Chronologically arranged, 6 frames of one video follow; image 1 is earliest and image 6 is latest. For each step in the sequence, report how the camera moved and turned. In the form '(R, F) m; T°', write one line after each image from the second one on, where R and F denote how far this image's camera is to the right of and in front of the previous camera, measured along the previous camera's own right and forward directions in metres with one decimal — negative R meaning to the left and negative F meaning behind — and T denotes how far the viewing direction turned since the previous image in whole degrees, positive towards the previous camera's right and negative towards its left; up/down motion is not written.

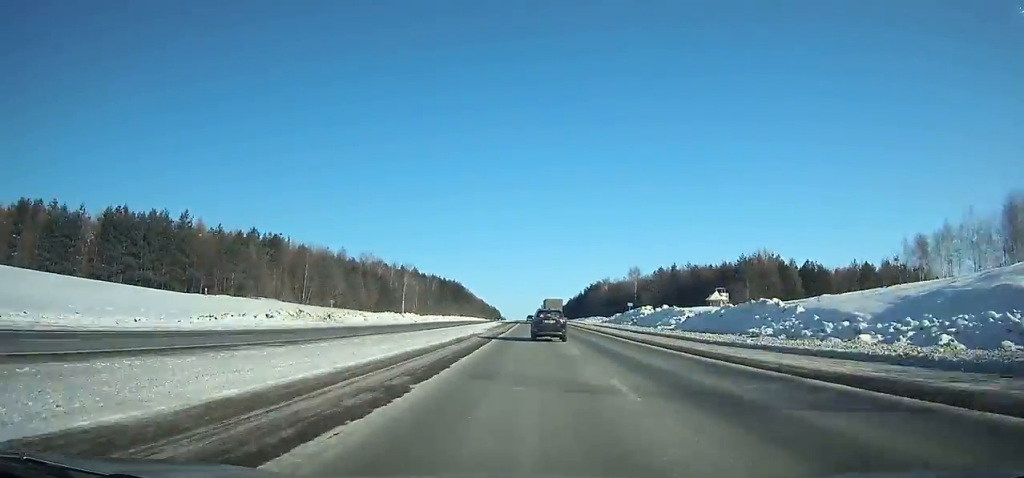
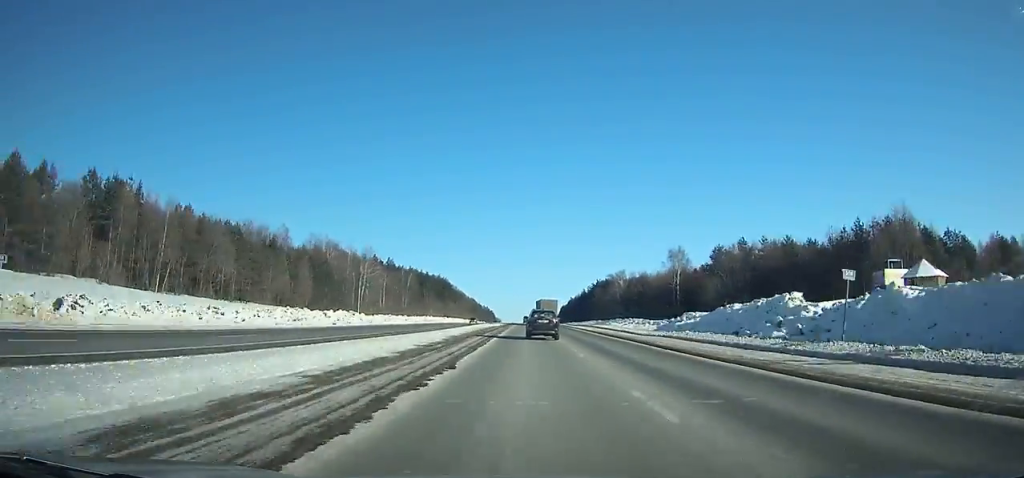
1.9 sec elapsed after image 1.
(-0.1, +47.2) m; 0°
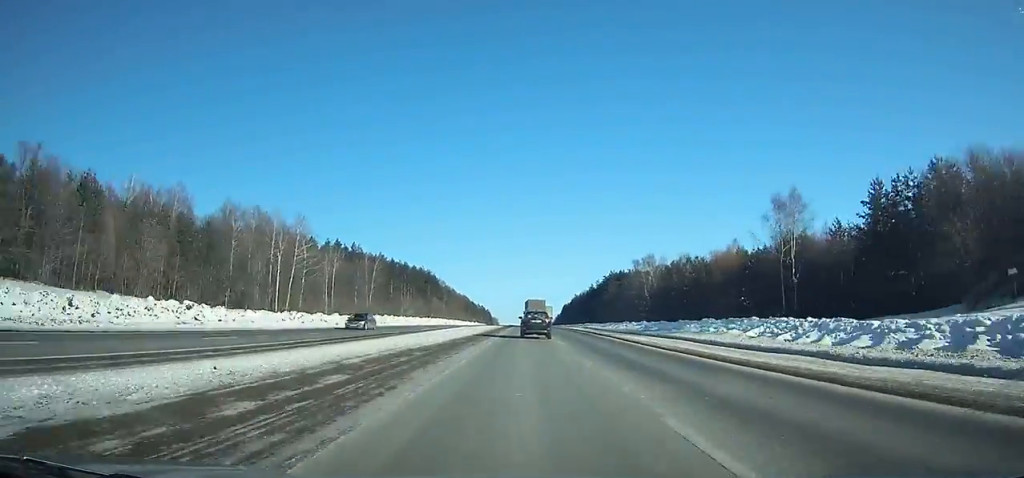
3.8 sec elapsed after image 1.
(-0.1, +46.7) m; 0°
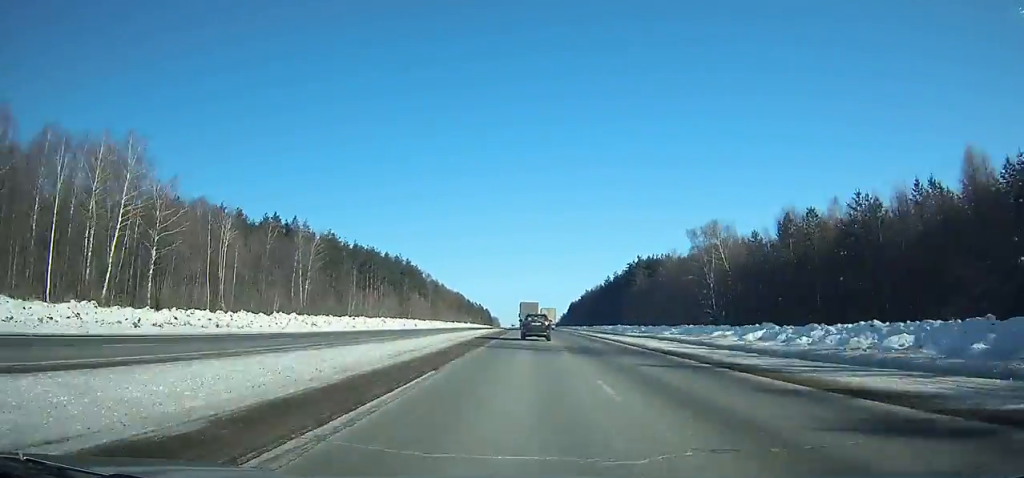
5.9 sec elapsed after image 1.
(0.0, +50.2) m; 0°
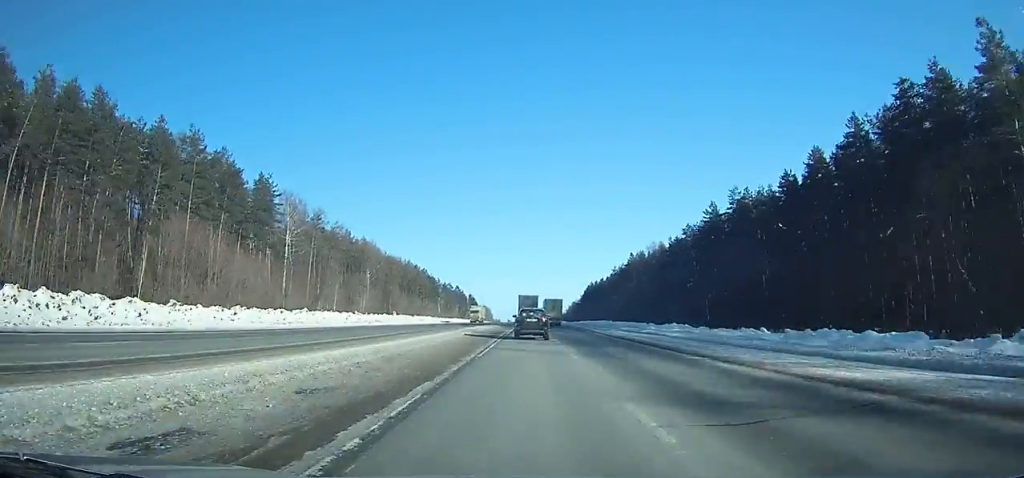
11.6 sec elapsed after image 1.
(0.0, +145.0) m; 0°
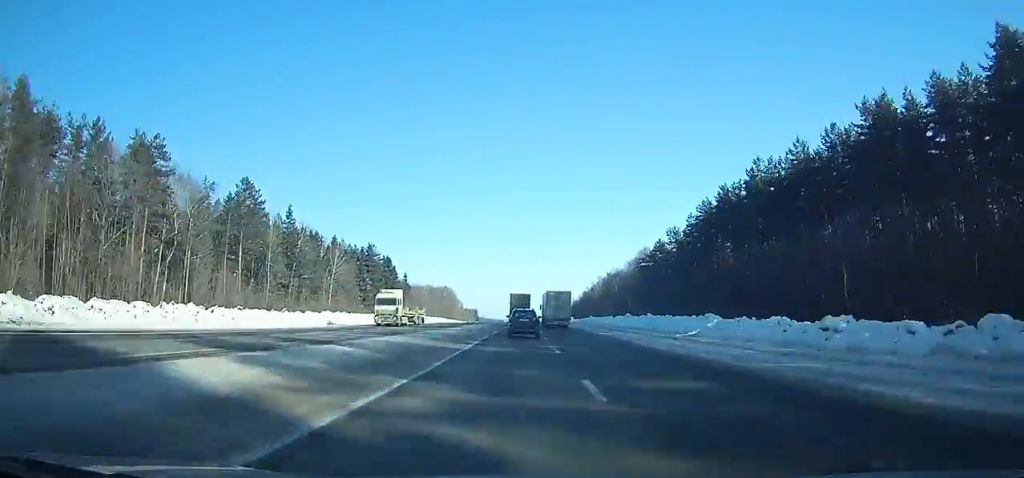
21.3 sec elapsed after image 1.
(+1.8, +262.0) m; 0°
